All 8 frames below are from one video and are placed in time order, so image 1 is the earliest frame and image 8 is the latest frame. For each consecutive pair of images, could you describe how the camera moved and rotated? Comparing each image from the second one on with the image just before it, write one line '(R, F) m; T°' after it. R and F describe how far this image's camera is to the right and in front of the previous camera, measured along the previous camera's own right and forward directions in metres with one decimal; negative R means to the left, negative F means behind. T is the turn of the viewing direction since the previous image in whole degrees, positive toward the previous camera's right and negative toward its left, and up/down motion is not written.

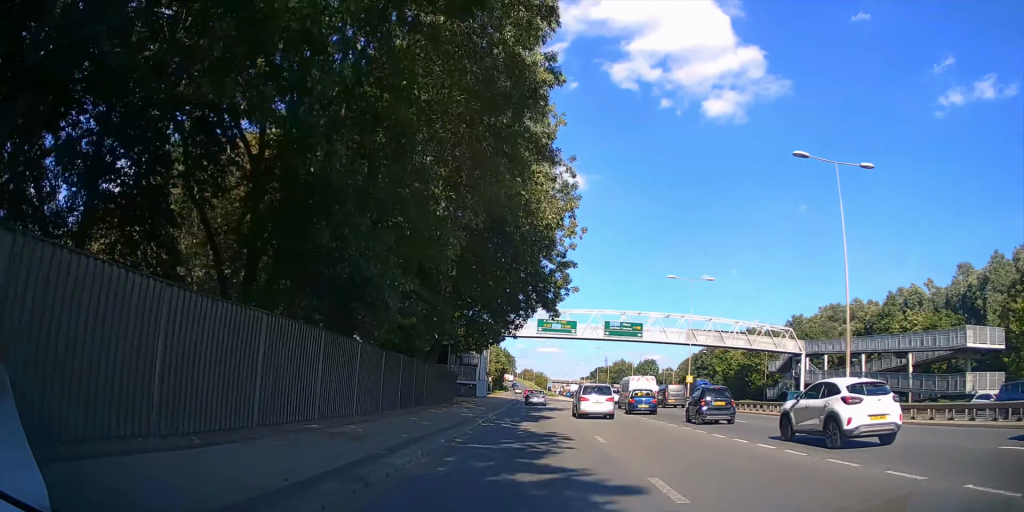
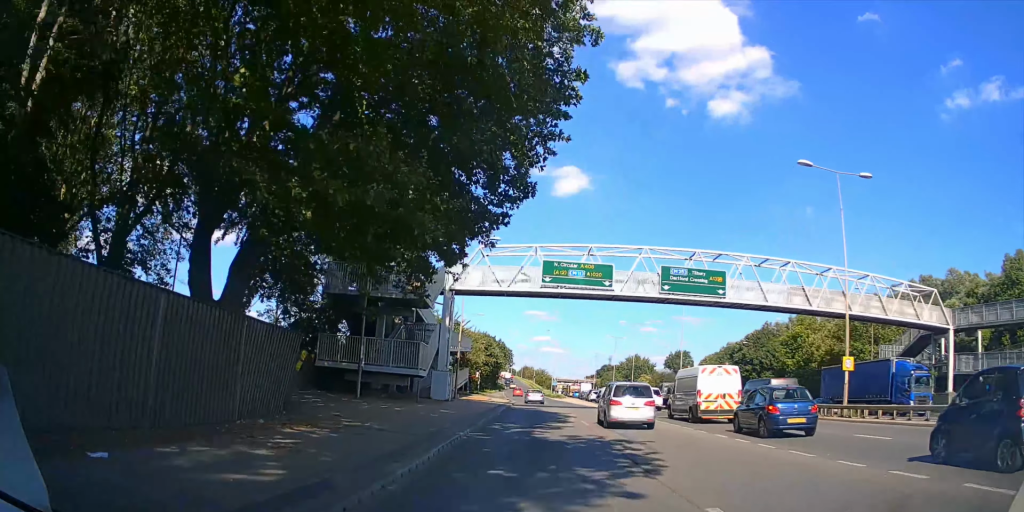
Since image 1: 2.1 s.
(-0.1, +29.0) m; +1°
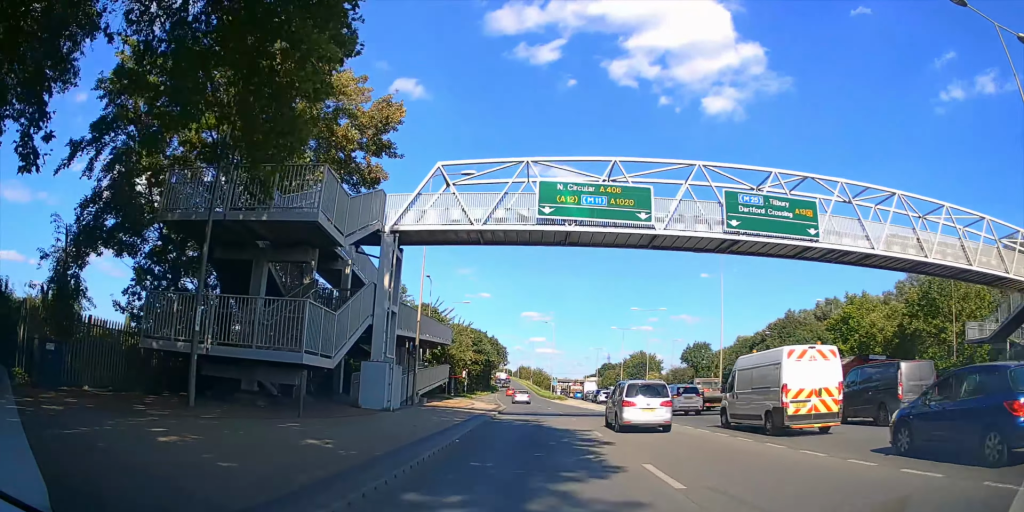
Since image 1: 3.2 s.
(0.0, +15.0) m; +1°
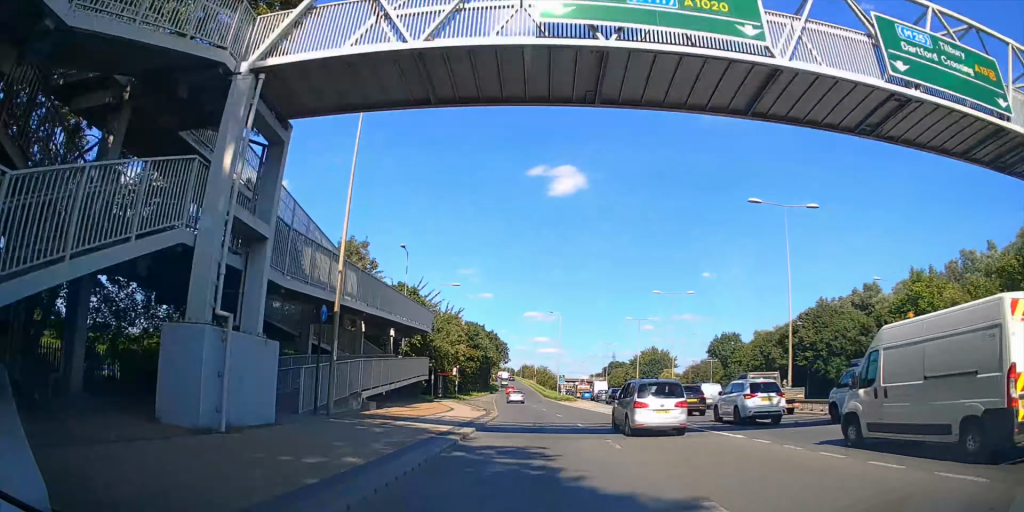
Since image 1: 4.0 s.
(+0.3, +11.6) m; 0°
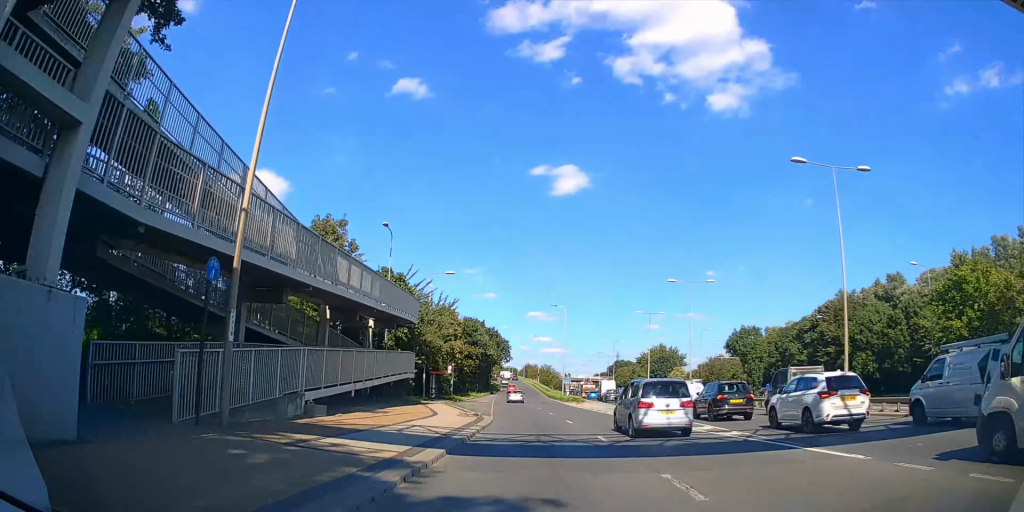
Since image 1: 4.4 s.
(-0.2, +6.4) m; -1°
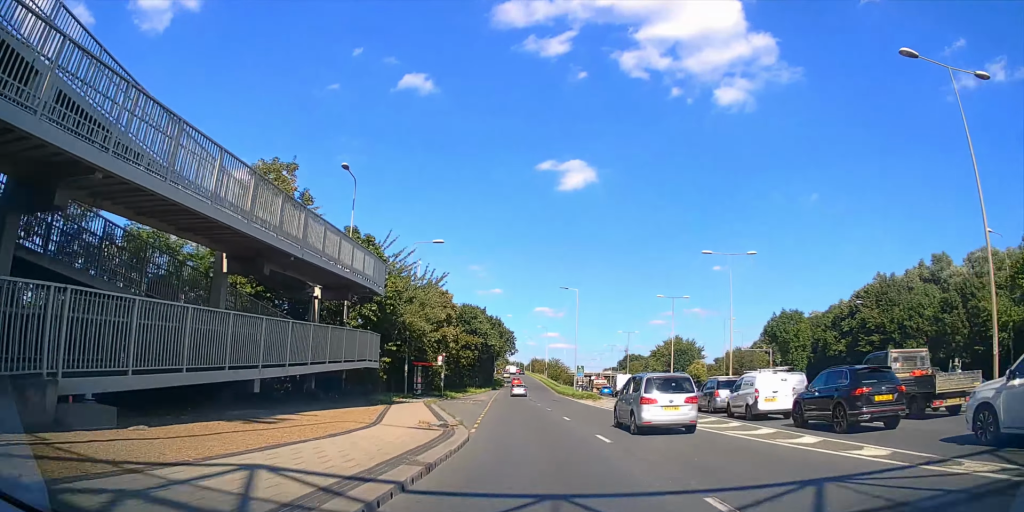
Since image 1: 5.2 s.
(-0.2, +11.1) m; -1°
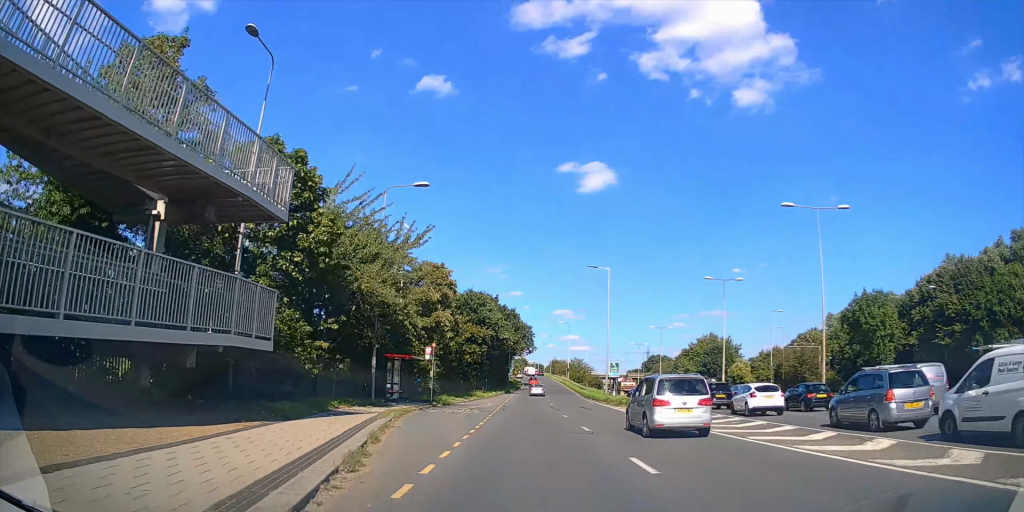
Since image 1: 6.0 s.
(0.0, +12.8) m; 0°
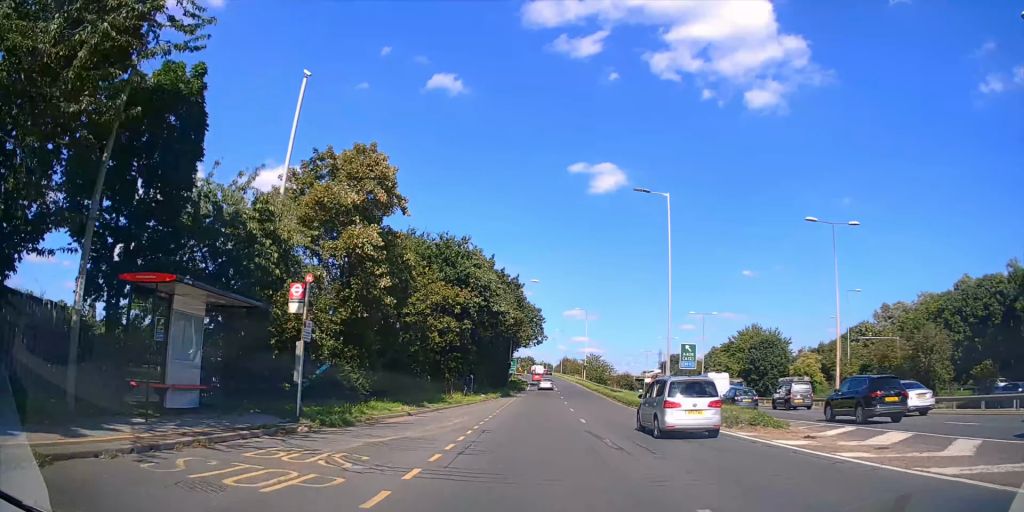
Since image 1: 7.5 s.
(+0.1, +23.8) m; 0°
